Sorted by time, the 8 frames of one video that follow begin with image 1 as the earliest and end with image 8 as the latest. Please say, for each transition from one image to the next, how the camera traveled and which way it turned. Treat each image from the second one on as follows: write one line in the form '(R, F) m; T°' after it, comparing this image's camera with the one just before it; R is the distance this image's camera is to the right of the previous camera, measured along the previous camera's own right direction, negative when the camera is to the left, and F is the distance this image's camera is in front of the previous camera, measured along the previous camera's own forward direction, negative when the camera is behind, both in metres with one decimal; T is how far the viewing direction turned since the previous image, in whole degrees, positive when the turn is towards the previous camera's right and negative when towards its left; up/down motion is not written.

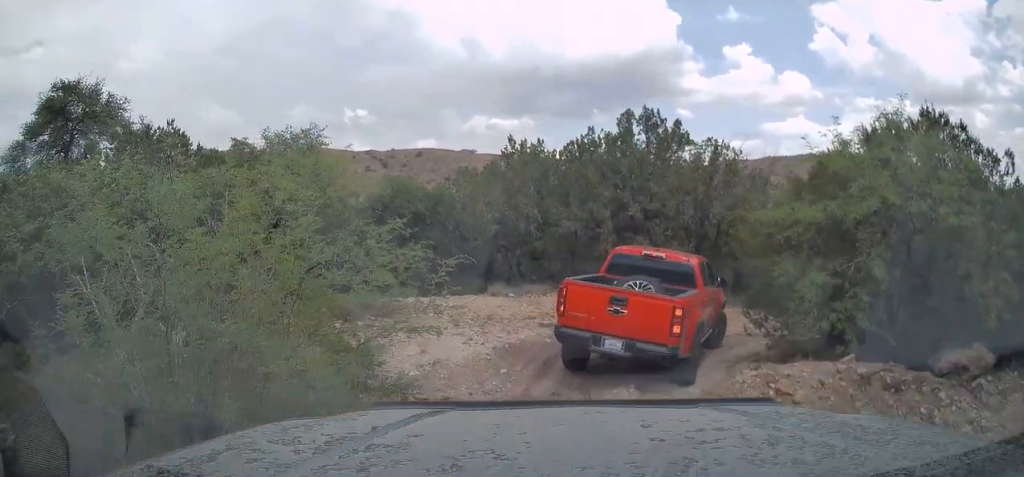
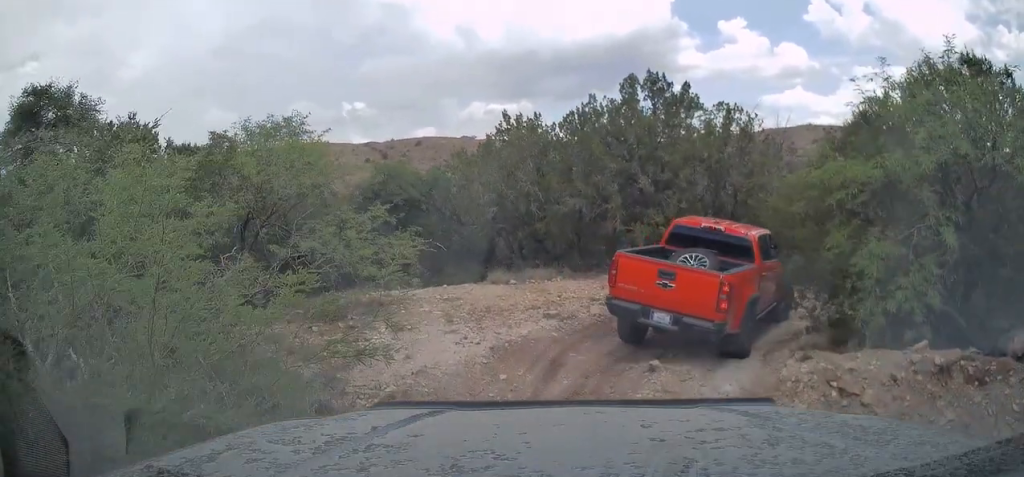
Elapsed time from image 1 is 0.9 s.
(-0.1, +1.5) m; -3°
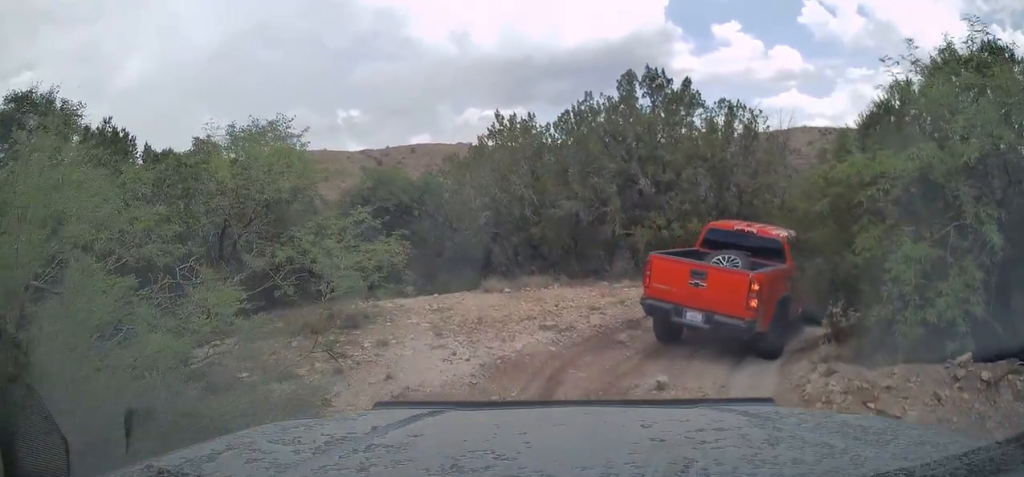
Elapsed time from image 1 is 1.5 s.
(0.0, +0.9) m; +2°
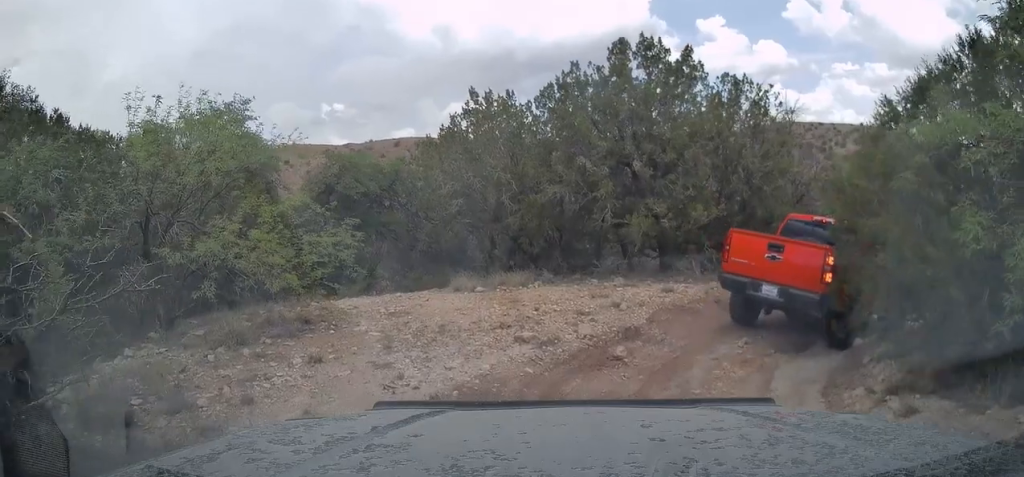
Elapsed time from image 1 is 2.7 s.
(+0.1, +1.8) m; +6°
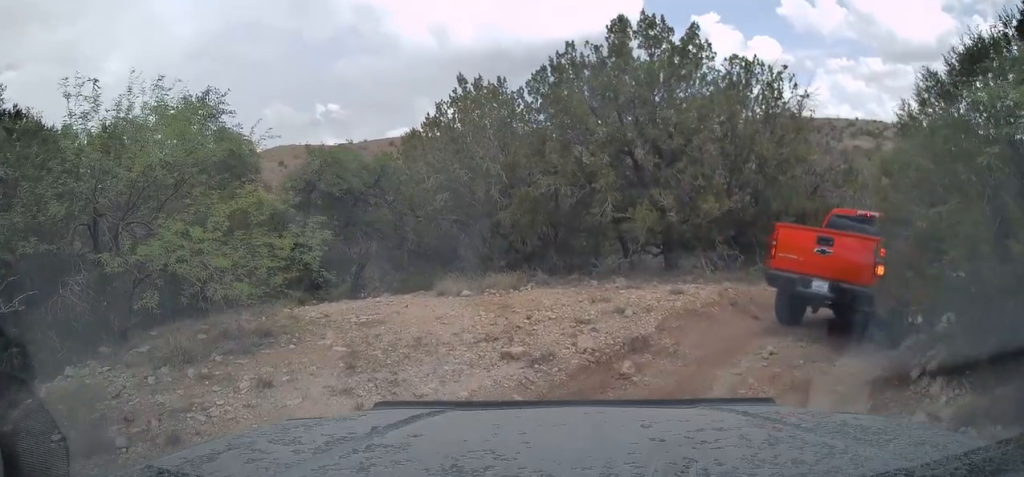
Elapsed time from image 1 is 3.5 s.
(0.0, +1.1) m; +1°
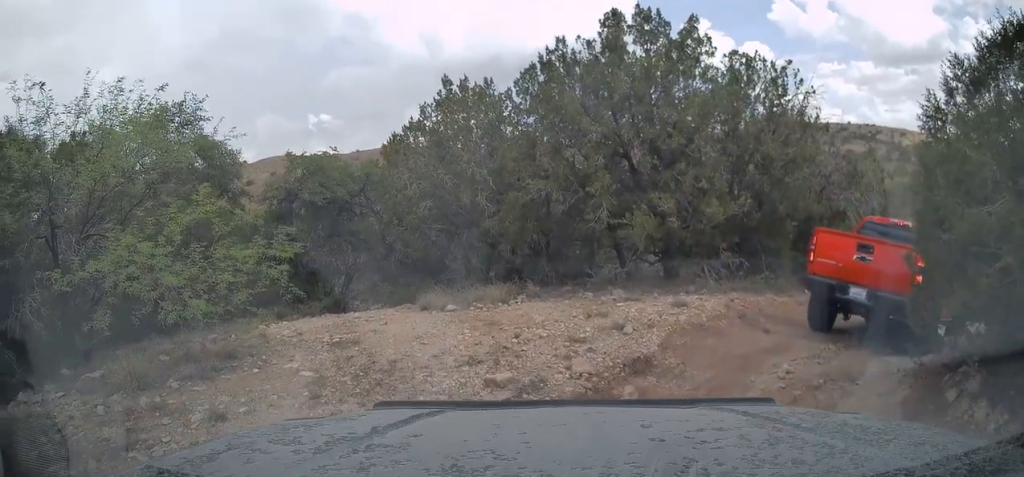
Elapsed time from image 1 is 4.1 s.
(0.0, +0.9) m; 0°
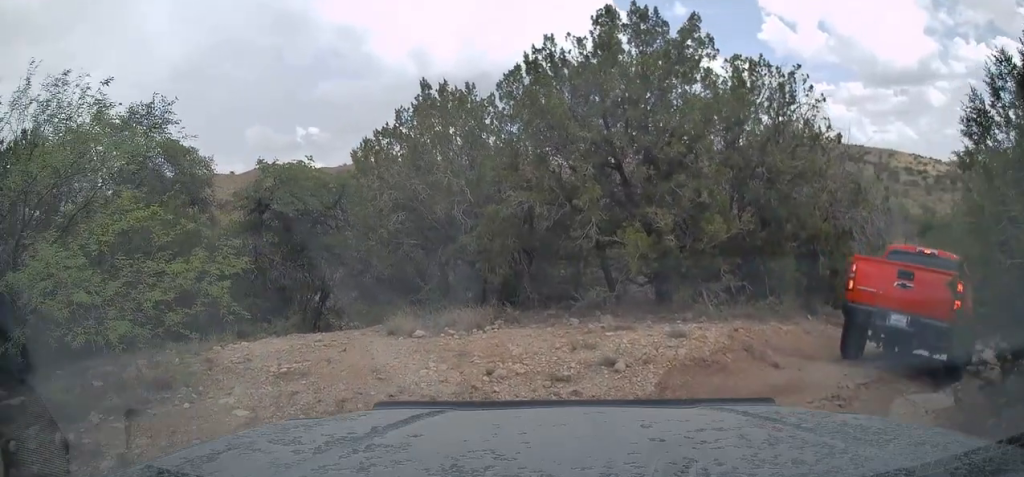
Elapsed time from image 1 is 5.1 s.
(0.0, +1.5) m; +4°
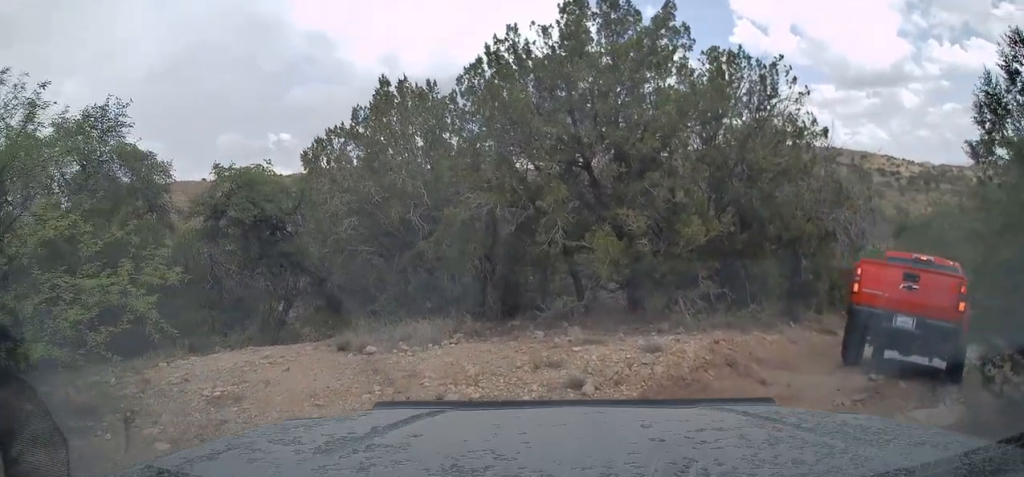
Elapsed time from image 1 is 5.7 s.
(+0.1, +1.0) m; +2°
